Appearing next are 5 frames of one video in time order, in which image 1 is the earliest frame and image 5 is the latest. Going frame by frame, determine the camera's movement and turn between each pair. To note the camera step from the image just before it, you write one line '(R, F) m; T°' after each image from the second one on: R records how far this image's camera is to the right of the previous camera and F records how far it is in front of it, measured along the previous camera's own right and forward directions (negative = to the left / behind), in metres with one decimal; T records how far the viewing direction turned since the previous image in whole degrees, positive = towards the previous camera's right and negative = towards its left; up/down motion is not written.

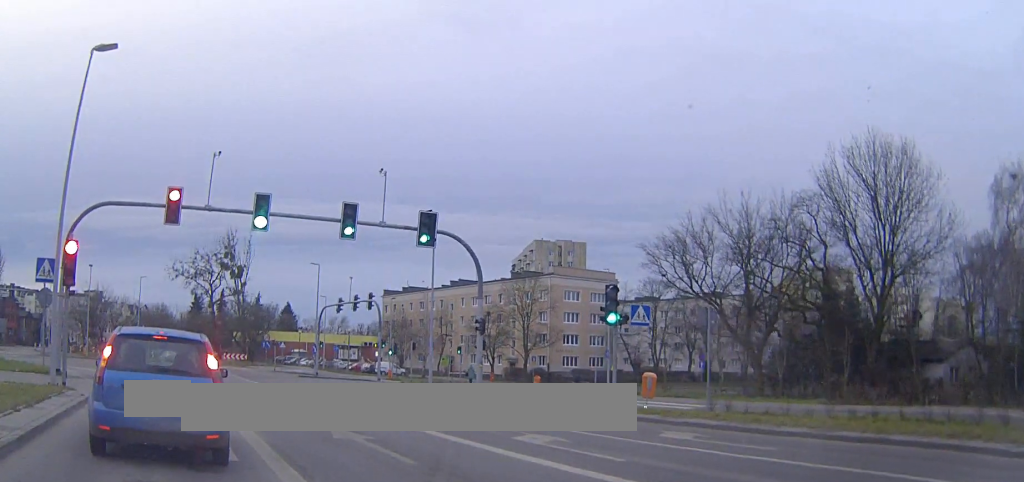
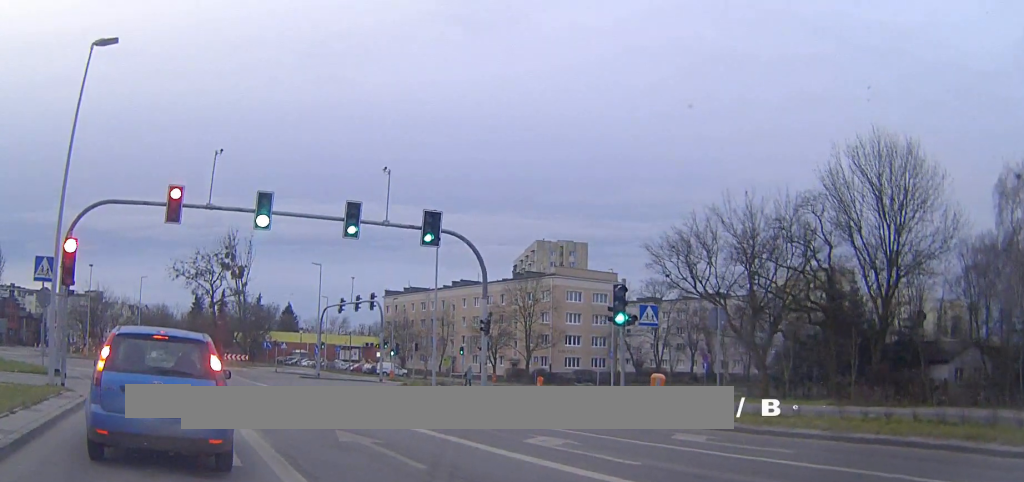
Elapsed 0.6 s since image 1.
(0.0, +0.4) m; 0°
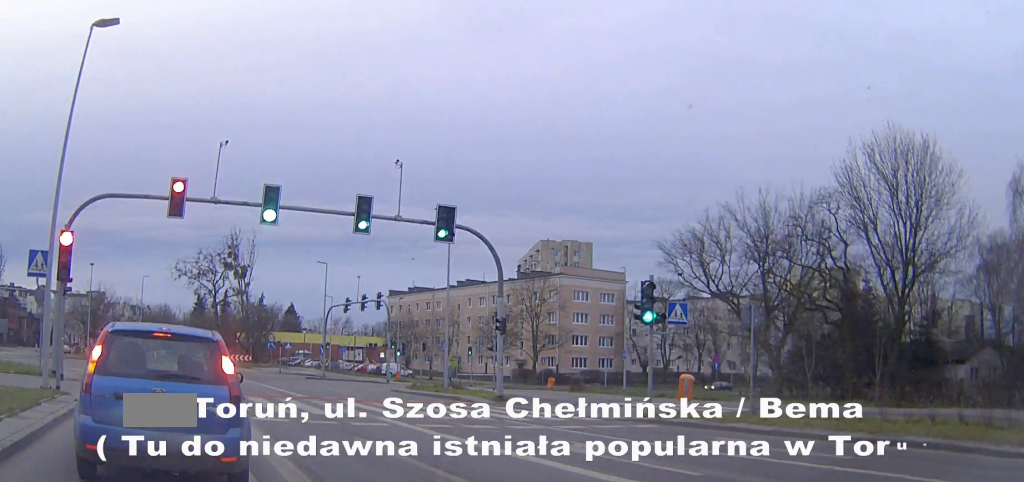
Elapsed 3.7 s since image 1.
(0.0, +0.6) m; 0°
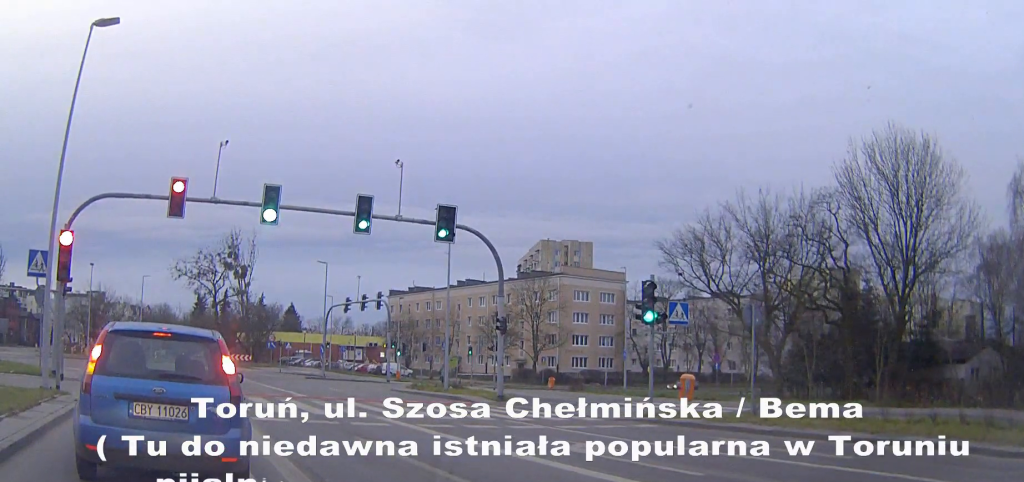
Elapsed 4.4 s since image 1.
(0.0, 0.0) m; 0°
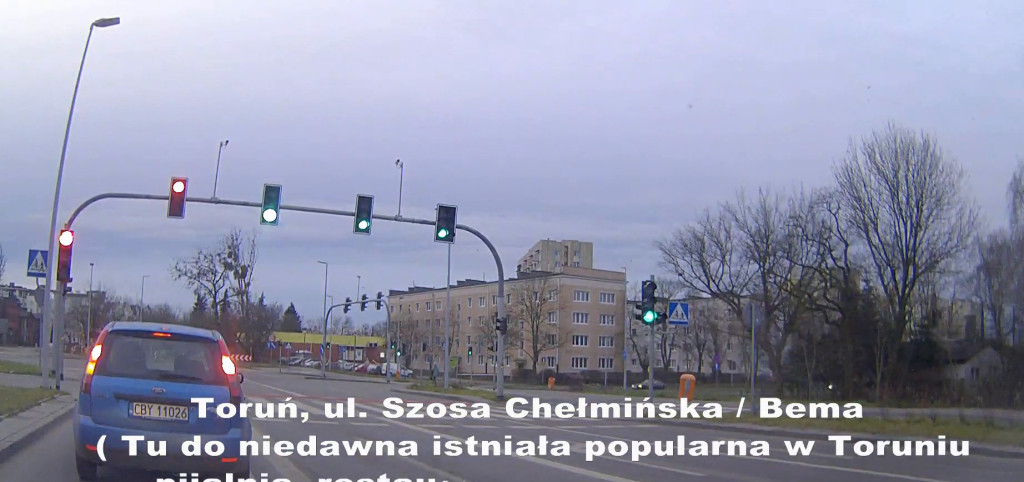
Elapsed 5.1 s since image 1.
(0.0, 0.0) m; 0°
